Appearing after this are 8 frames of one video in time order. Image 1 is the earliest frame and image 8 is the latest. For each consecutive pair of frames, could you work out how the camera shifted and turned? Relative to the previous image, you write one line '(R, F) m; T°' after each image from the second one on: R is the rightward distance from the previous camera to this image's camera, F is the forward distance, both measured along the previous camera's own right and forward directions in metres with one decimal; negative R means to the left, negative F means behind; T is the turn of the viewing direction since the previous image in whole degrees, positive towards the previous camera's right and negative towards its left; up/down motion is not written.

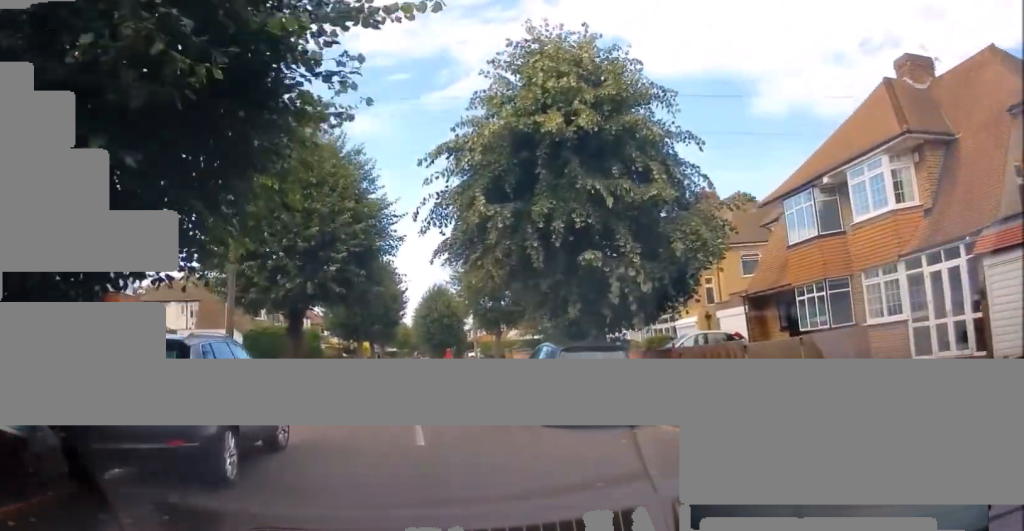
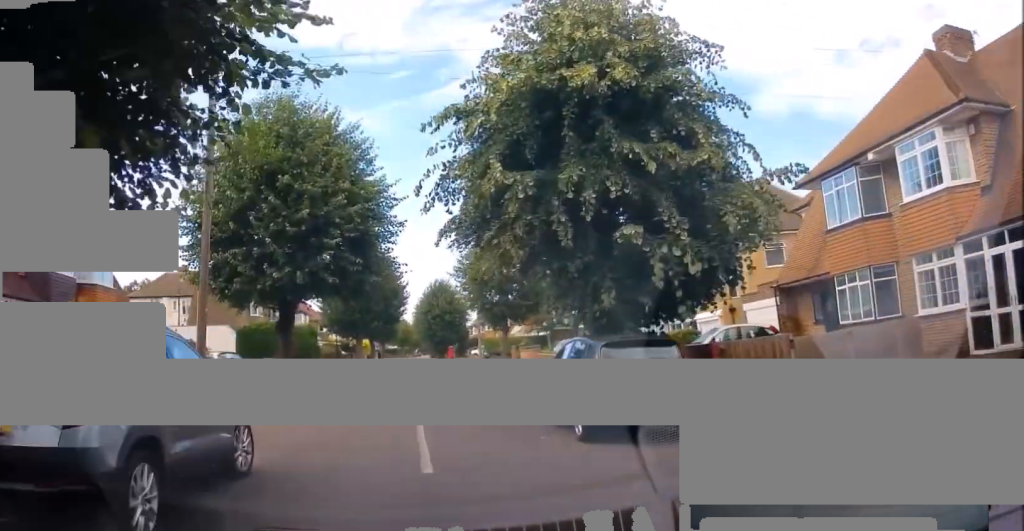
(0.0, +2.4) m; -2°
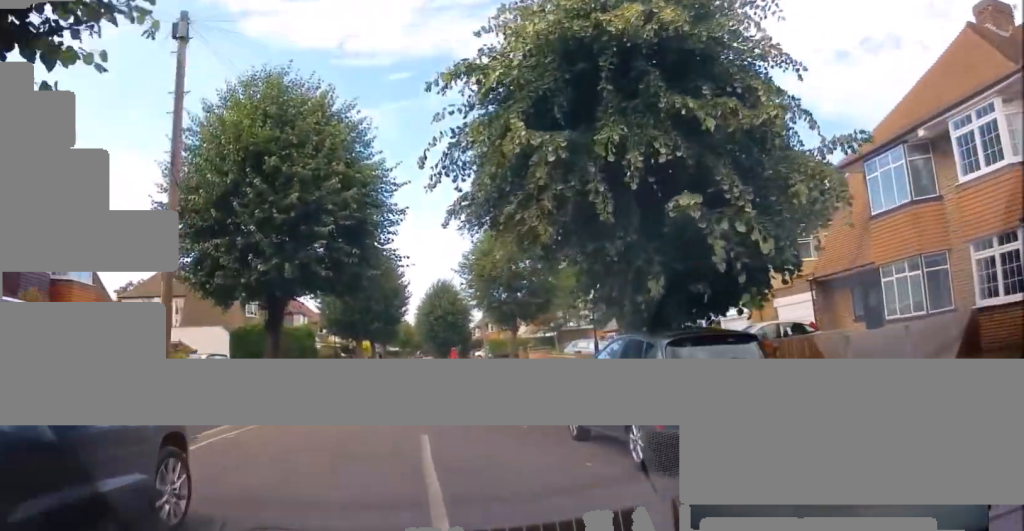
(-0.2, +2.2) m; 0°
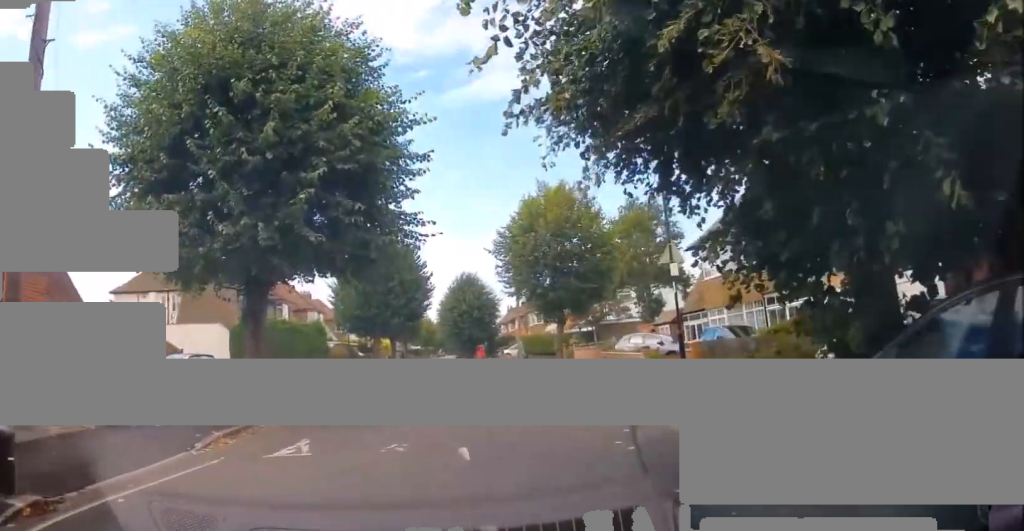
(+0.1, +5.9) m; -1°
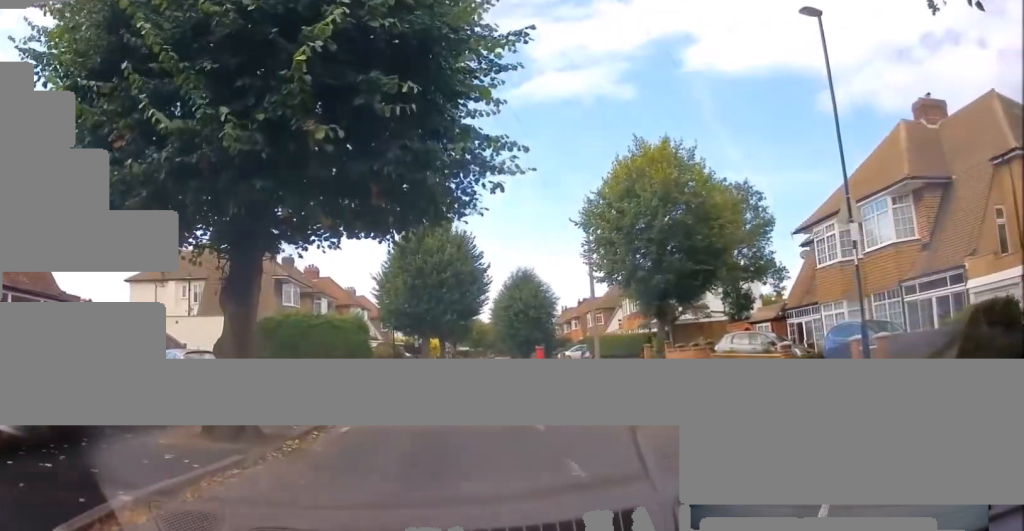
(-0.5, +6.1) m; -7°
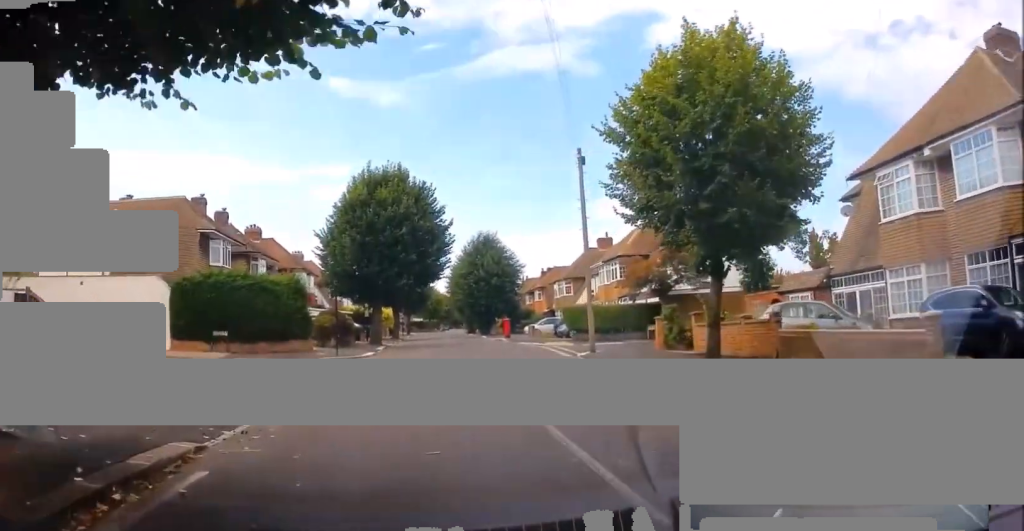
(+0.6, +6.3) m; +11°
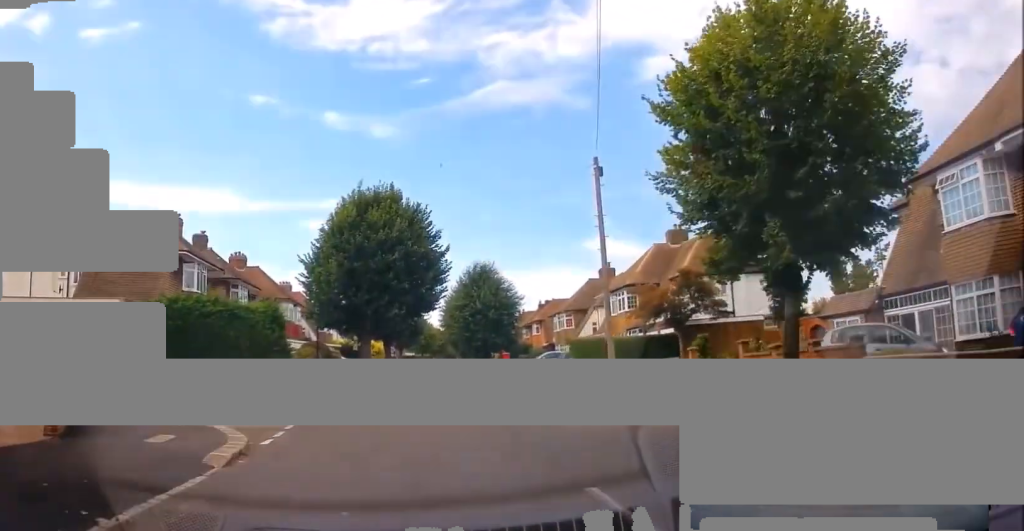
(+0.1, +3.0) m; +3°
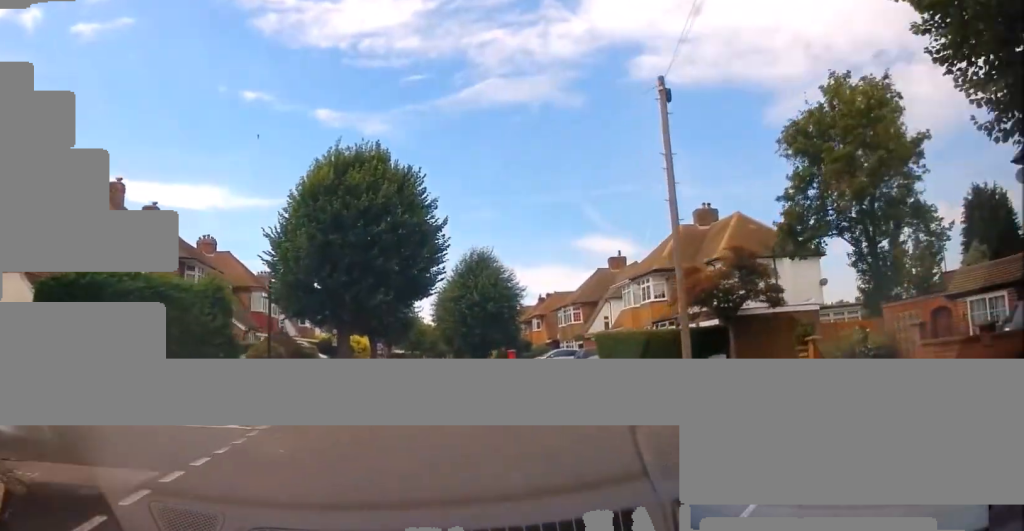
(0.0, +6.1) m; 0°
